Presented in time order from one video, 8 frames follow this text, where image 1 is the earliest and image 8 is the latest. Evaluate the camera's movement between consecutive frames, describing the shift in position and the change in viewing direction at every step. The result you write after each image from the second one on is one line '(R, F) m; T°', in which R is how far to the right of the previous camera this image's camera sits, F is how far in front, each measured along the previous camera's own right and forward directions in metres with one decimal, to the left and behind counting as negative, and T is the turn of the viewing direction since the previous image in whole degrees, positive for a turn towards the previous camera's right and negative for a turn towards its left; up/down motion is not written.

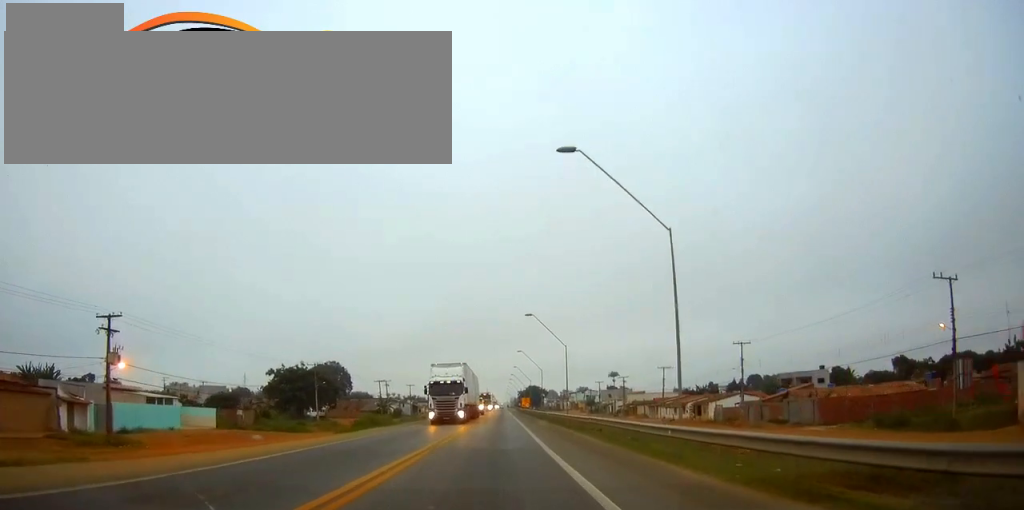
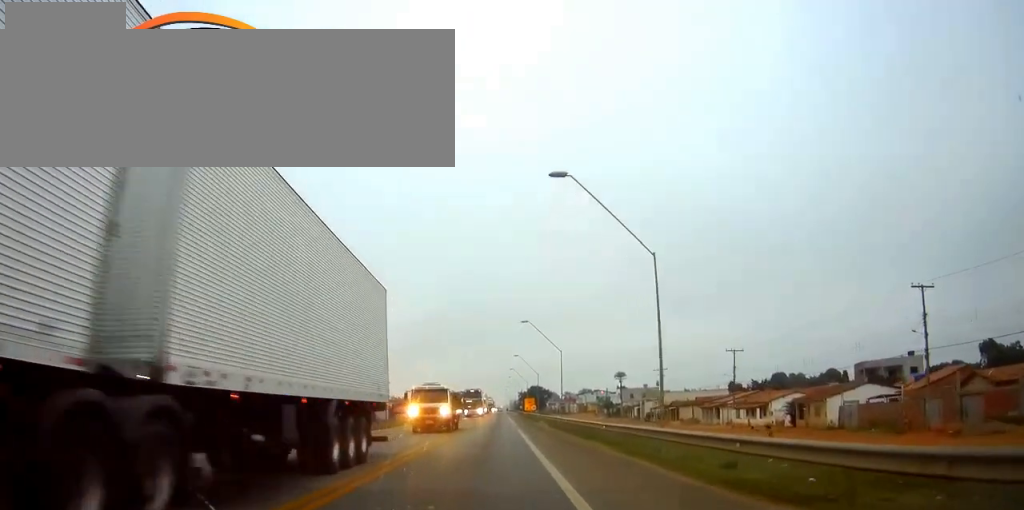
(-0.3, +38.0) m; -1°
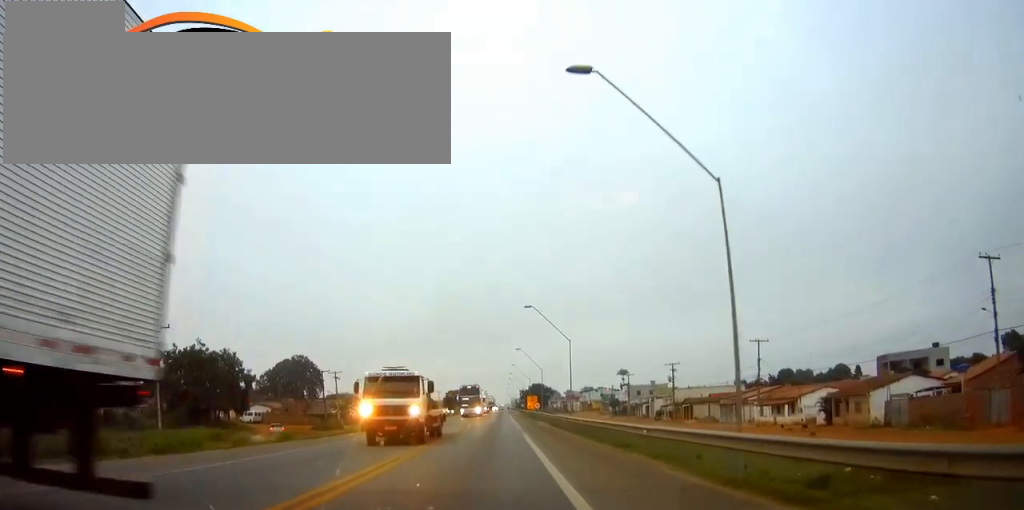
(+0.1, +8.0) m; 0°
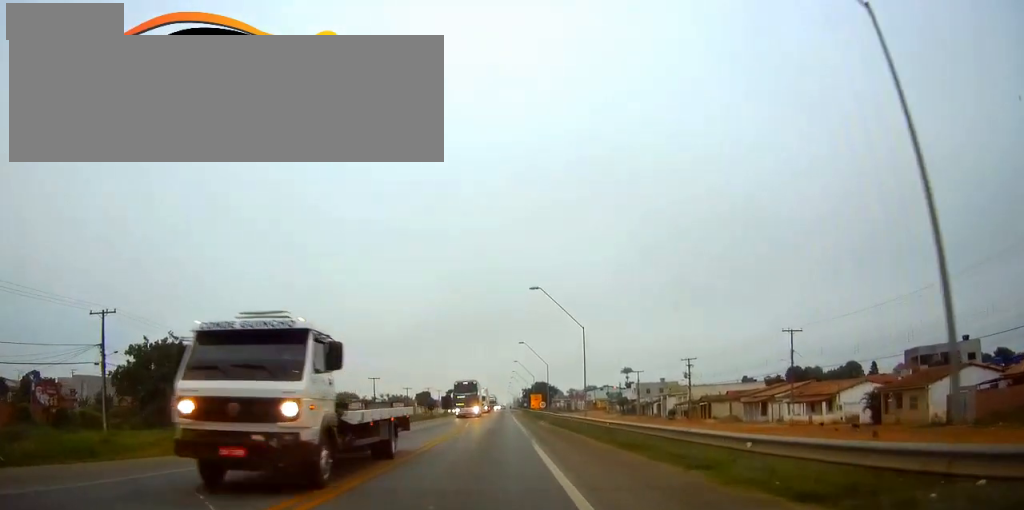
(0.0, +8.6) m; 0°
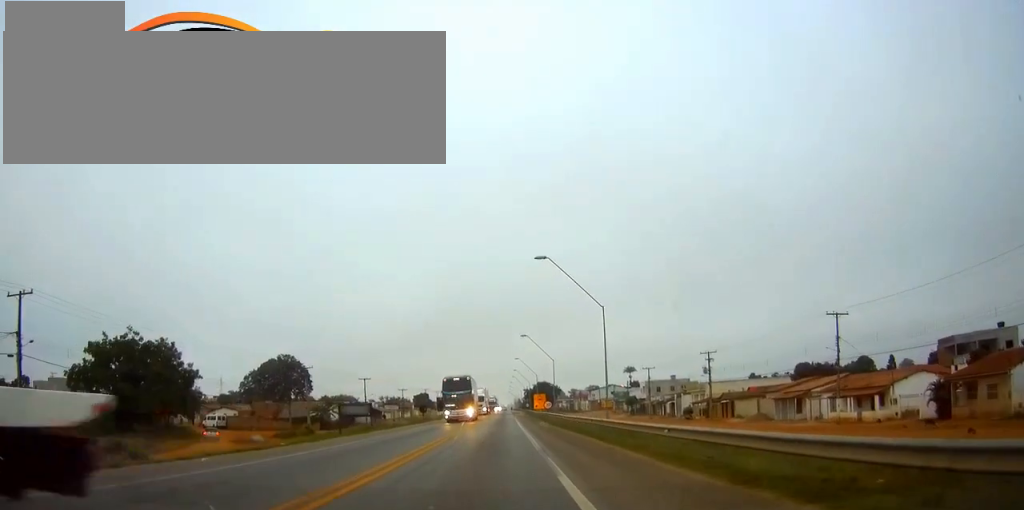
(-0.1, +9.9) m; 0°
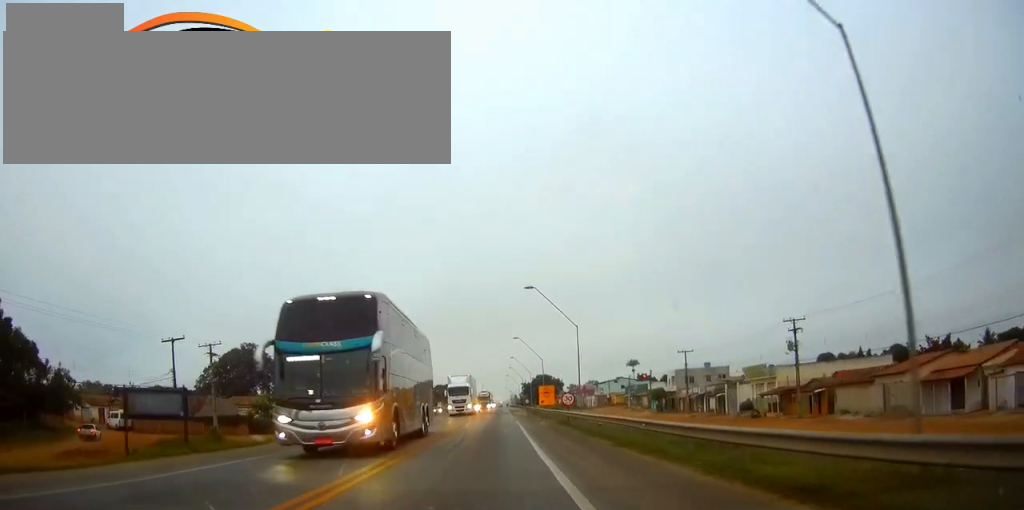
(+0.1, +29.1) m; 0°
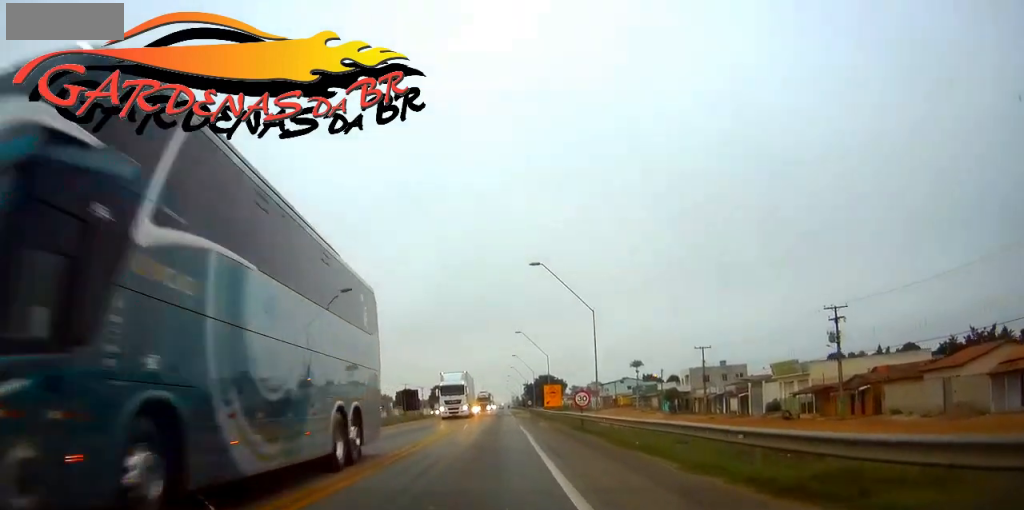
(0.0, +8.4) m; 0°
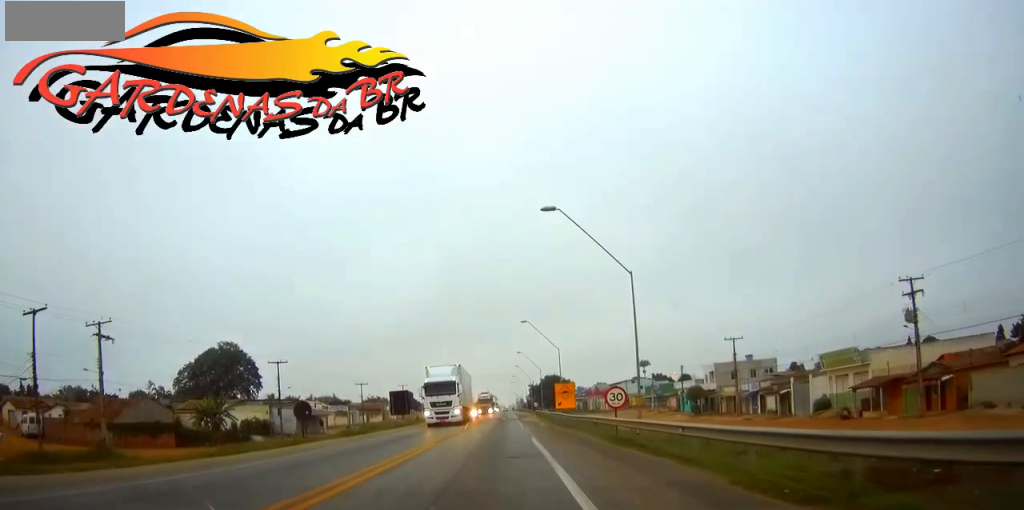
(0.0, +11.5) m; -1°
